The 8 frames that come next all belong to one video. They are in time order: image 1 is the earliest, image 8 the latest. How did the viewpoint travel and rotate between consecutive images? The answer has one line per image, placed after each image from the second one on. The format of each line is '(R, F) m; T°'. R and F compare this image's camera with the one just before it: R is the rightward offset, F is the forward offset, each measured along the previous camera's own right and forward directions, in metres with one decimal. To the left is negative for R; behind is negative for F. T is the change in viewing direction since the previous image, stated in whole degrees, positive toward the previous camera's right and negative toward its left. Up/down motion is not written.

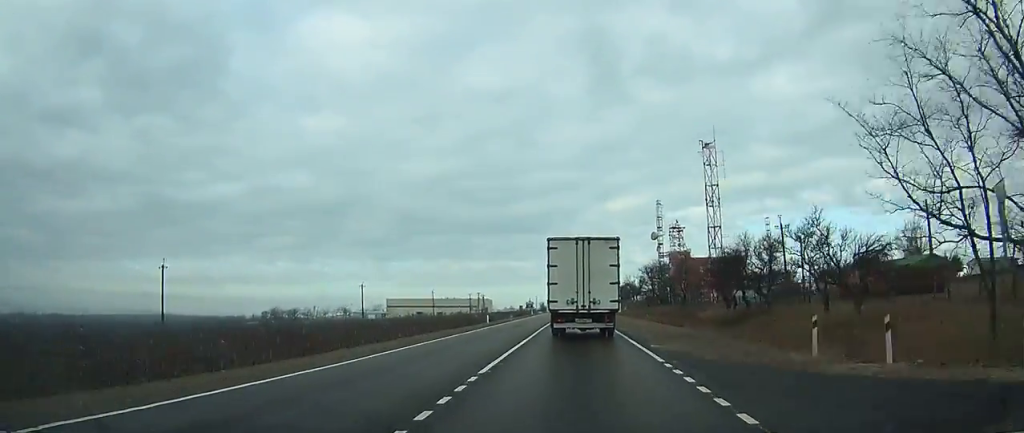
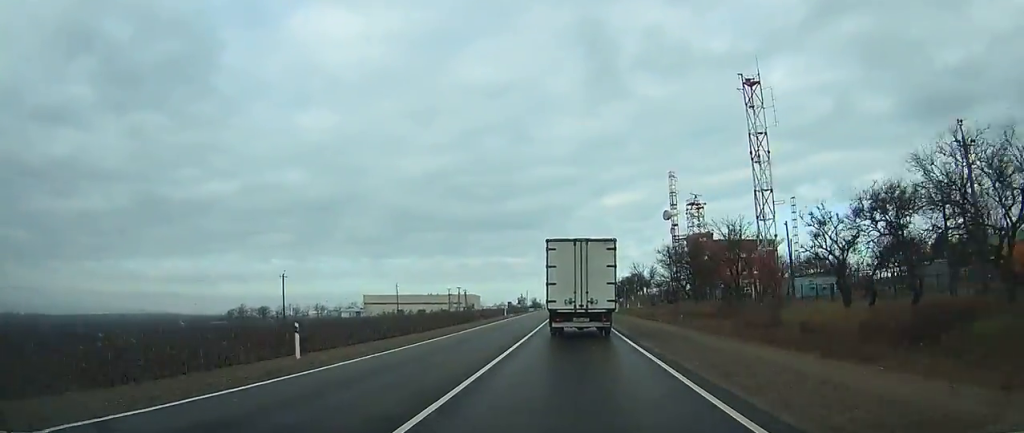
(0.0, +32.9) m; 0°
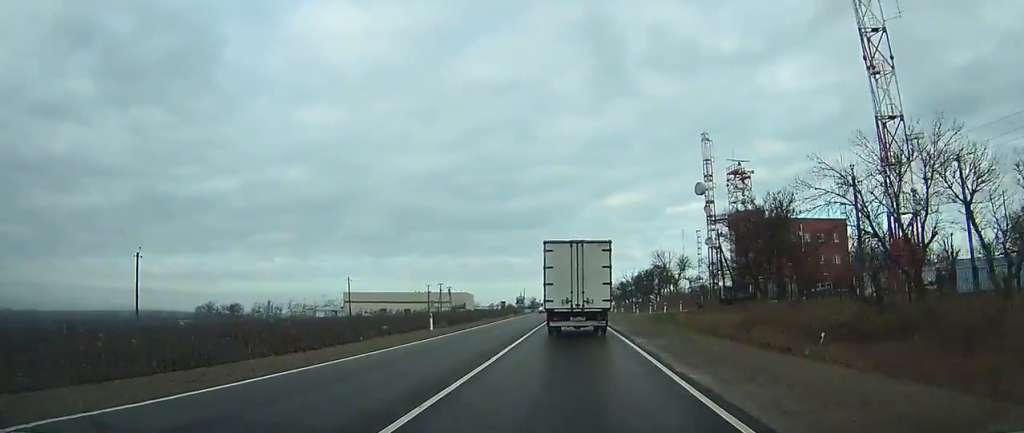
(0.0, +34.3) m; 0°
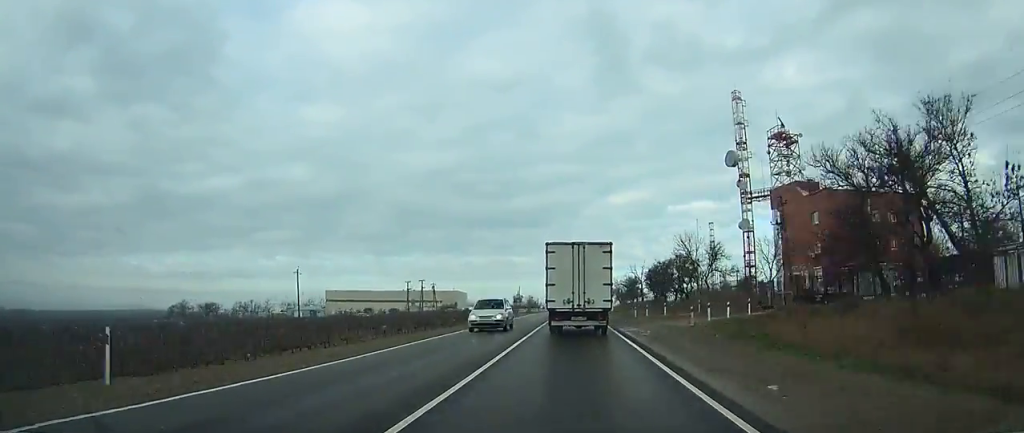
(-0.1, +22.4) m; 0°
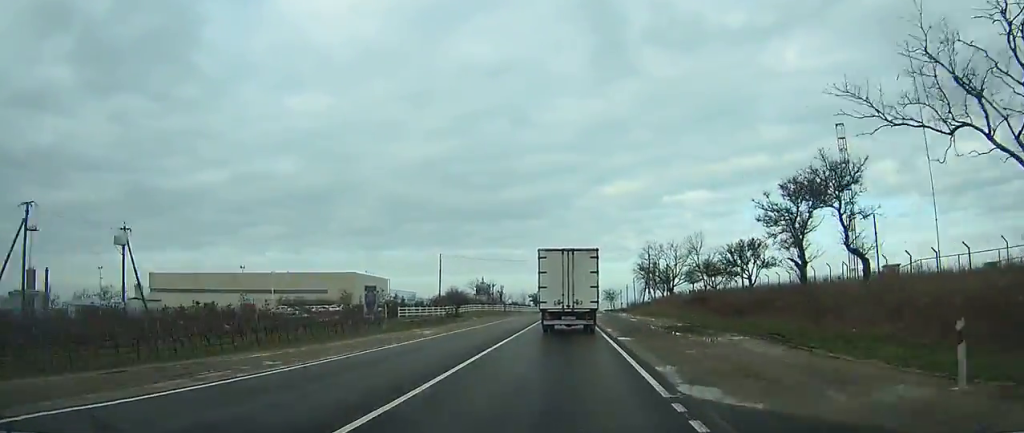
(+0.3, +119.1) m; 0°
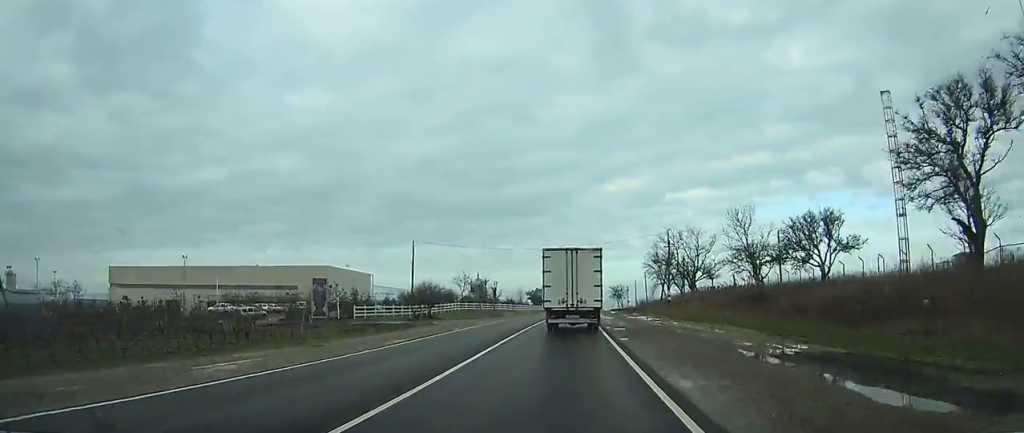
(0.0, +17.5) m; 0°
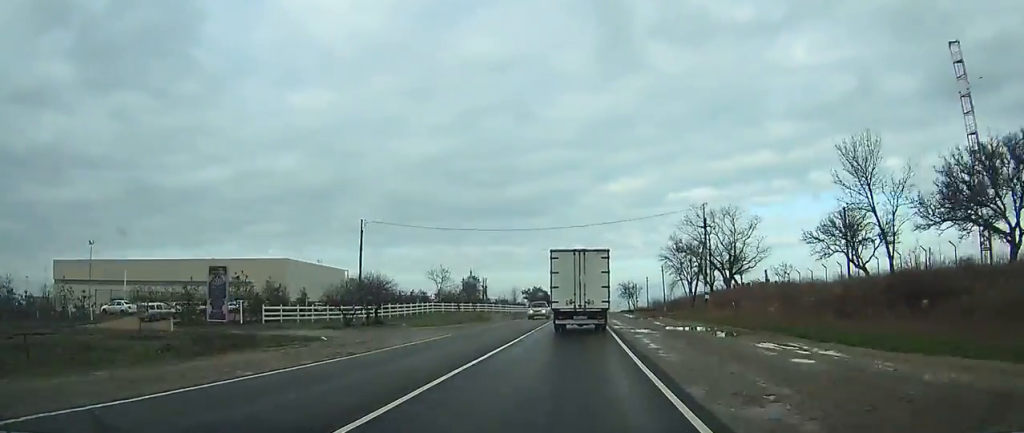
(-0.1, +20.2) m; 0°
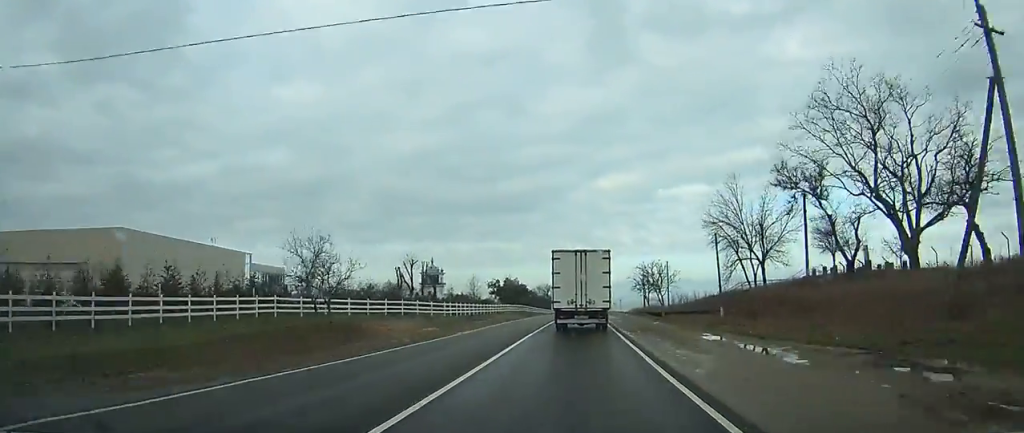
(+0.5, +41.6) m; +2°
